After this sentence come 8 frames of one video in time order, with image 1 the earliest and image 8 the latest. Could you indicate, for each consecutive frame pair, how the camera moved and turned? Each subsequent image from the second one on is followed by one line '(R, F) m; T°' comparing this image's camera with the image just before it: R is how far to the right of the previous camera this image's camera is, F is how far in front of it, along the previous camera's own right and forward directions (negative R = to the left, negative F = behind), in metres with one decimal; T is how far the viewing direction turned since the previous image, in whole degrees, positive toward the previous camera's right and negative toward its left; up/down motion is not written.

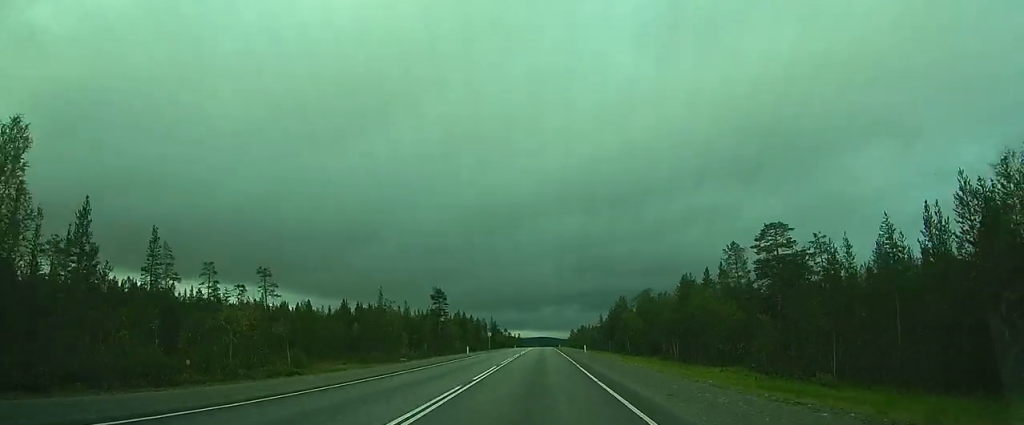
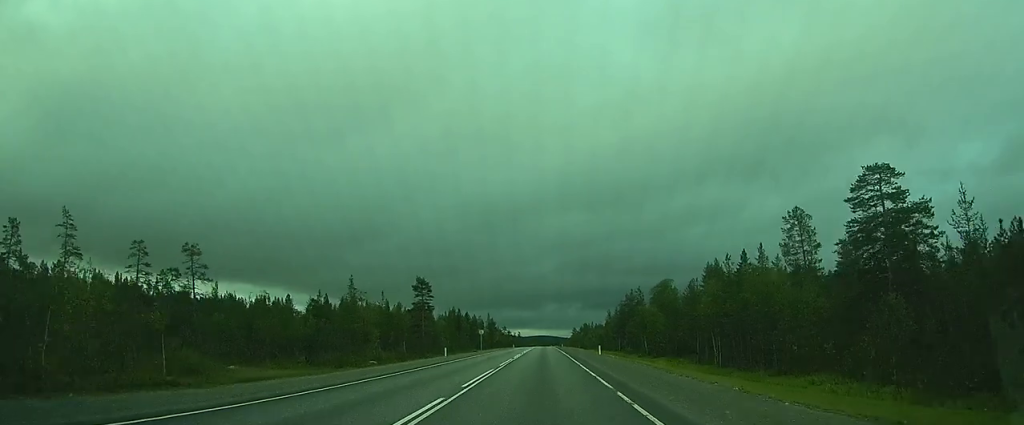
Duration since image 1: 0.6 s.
(0.0, +15.2) m; 0°
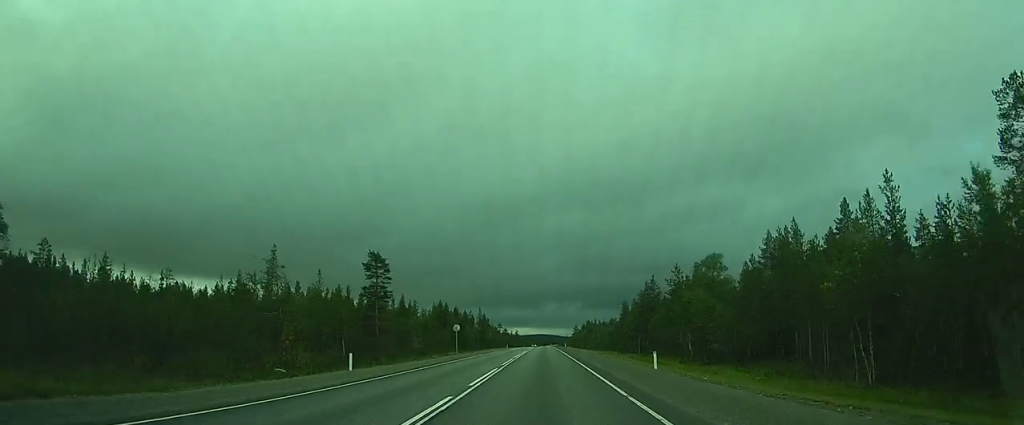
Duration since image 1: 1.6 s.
(0.0, +24.0) m; 0°
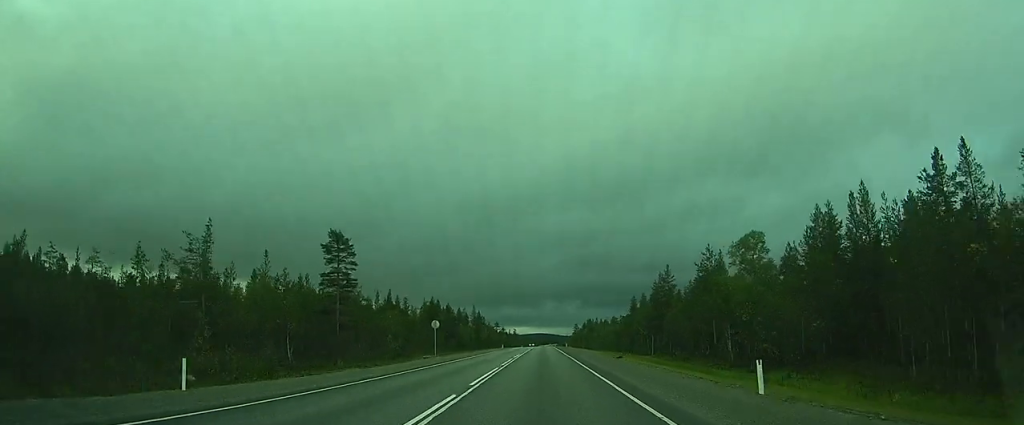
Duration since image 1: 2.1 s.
(0.0, +12.0) m; 0°
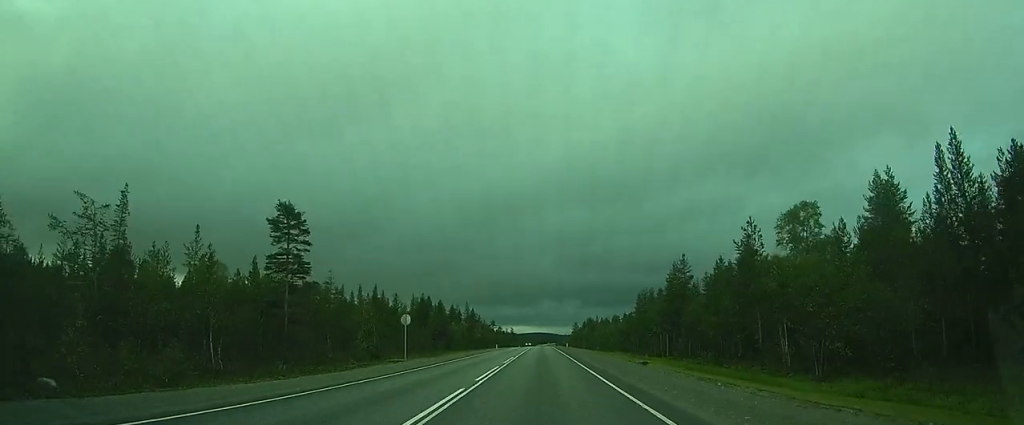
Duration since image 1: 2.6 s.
(0.0, +10.4) m; 0°
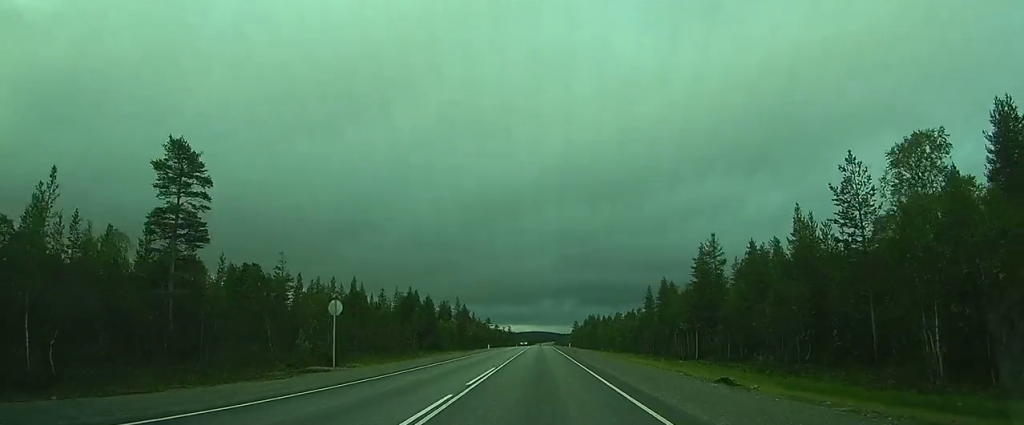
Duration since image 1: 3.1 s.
(0.0, +13.7) m; 0°
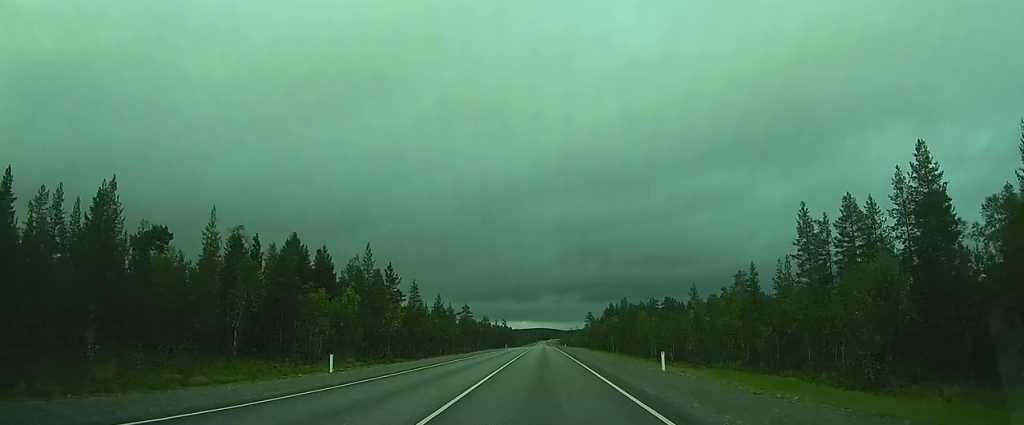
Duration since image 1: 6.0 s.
(+0.1, +68.4) m; 0°
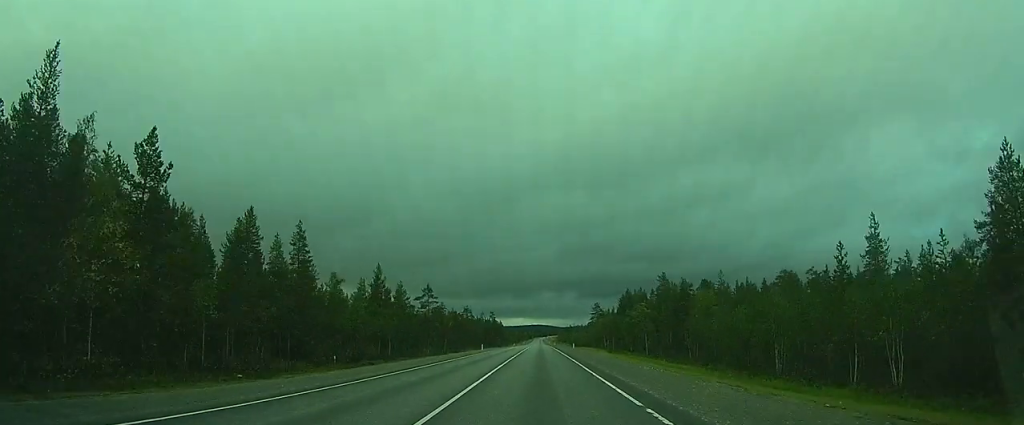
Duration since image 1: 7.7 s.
(+0.2, +42.7) m; 0°
